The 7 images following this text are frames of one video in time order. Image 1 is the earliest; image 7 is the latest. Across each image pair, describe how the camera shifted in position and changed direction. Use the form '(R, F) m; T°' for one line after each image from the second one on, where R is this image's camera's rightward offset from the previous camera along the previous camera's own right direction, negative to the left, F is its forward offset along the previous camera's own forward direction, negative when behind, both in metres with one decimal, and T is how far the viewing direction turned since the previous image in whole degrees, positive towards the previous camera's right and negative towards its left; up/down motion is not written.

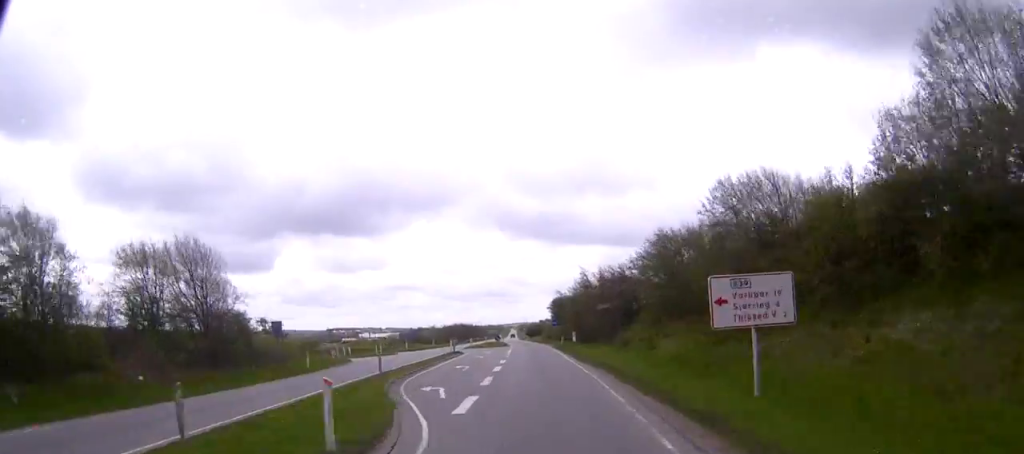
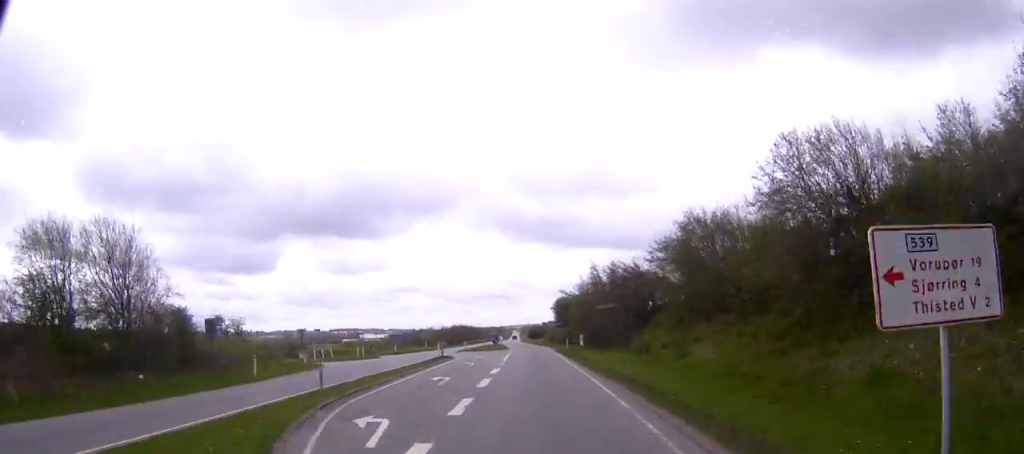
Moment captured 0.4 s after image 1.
(-0.1, +8.5) m; 0°
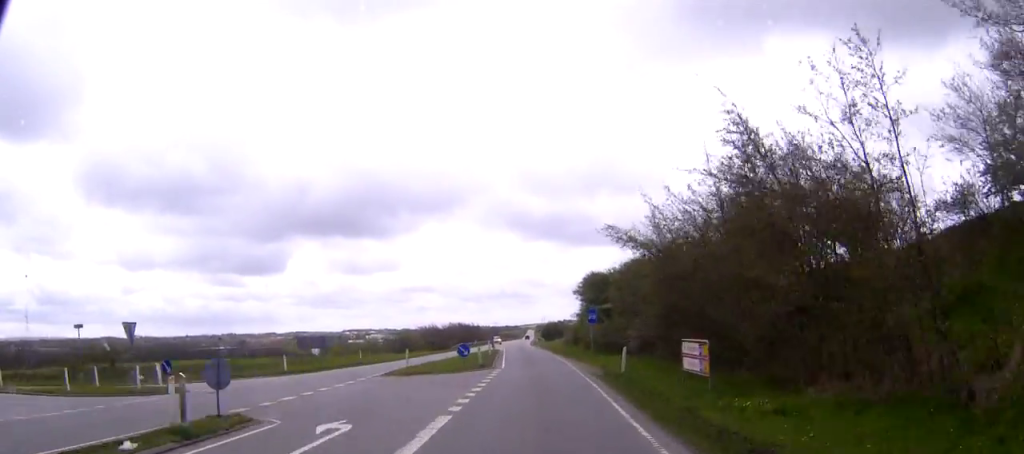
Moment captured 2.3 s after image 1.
(-0.6, +39.6) m; -2°
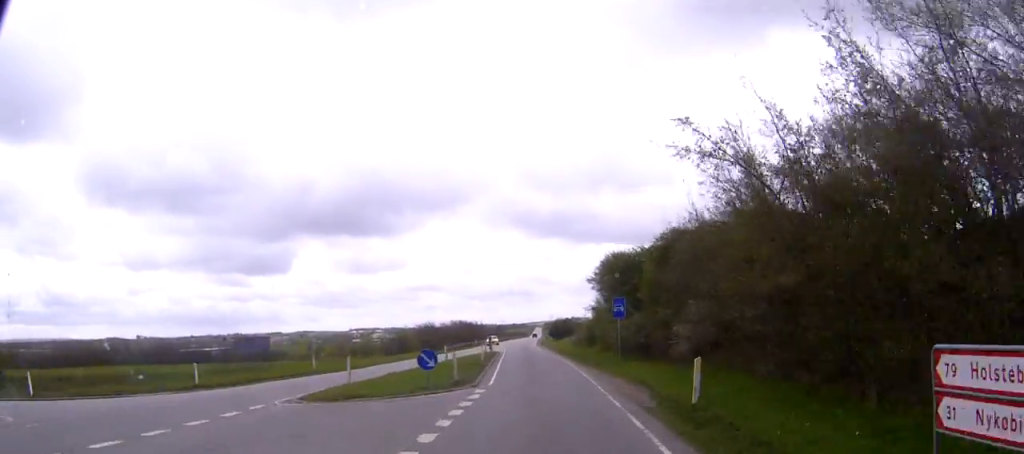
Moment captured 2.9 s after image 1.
(-0.1, +12.7) m; -1°
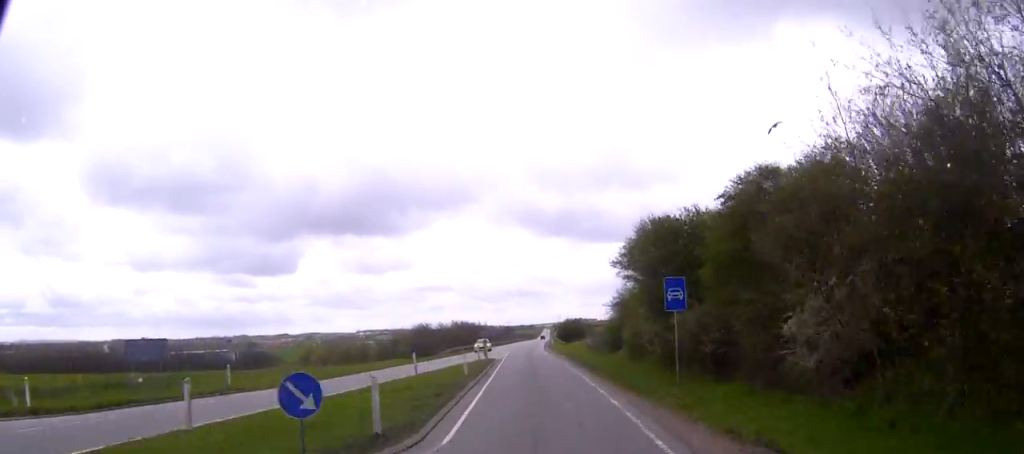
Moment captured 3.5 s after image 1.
(-0.1, +12.8) m; 0°
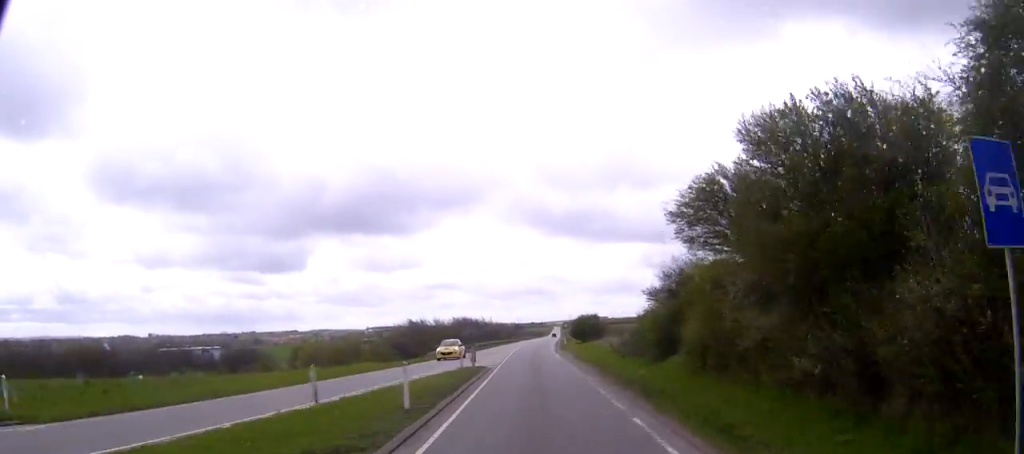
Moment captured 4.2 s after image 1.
(-0.1, +15.0) m; -1°
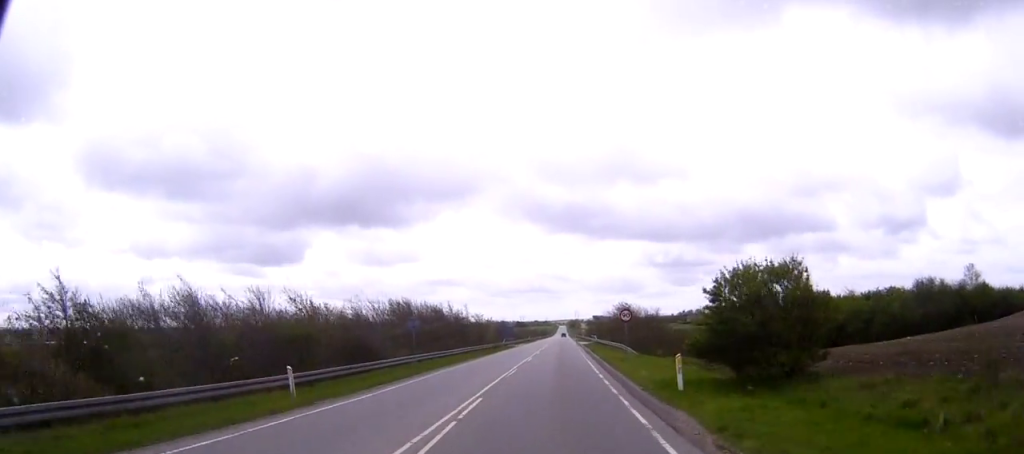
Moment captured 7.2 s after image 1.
(-0.8, +65.9) m; 0°
